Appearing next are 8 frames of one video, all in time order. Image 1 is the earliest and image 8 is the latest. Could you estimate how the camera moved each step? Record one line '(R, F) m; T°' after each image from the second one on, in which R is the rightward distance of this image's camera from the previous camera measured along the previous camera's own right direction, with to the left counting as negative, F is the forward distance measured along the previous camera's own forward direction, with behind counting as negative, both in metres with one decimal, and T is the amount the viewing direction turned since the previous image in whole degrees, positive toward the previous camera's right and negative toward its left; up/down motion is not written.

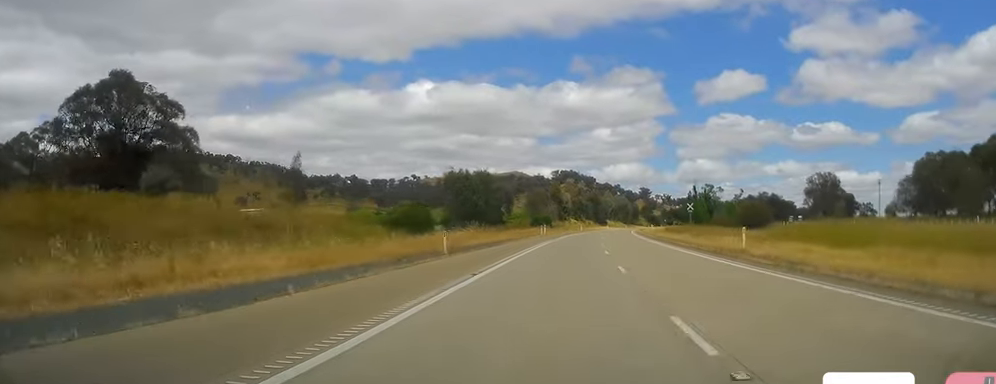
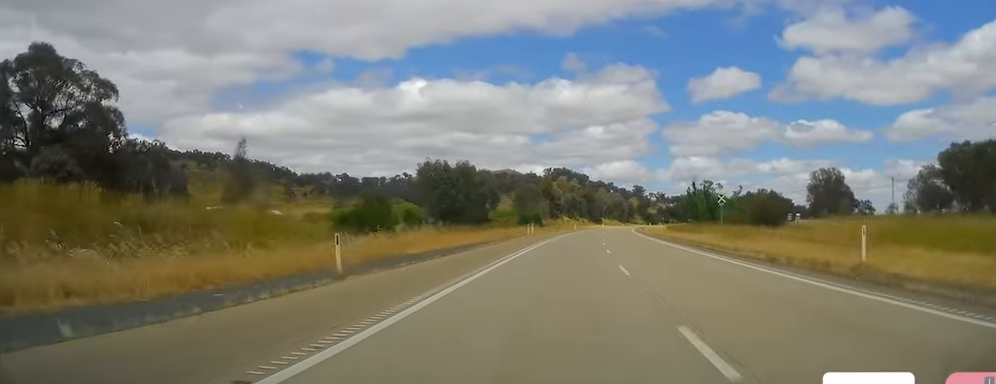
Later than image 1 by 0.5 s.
(+0.1, +13.3) m; +1°
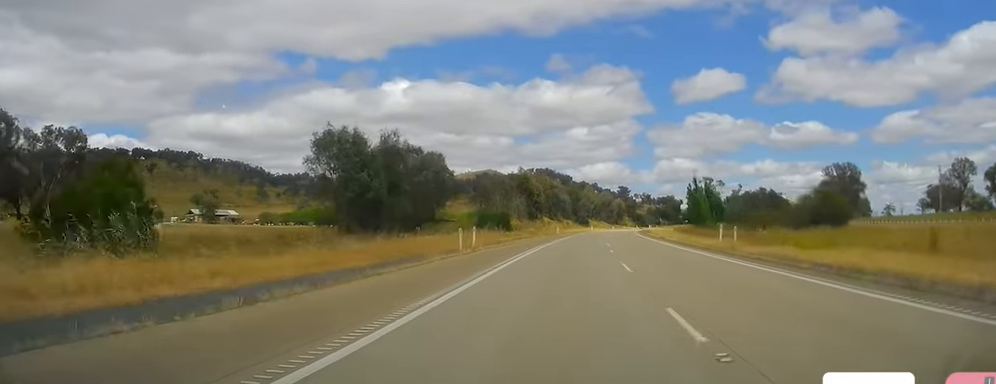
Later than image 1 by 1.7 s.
(+0.6, +34.3) m; +1°
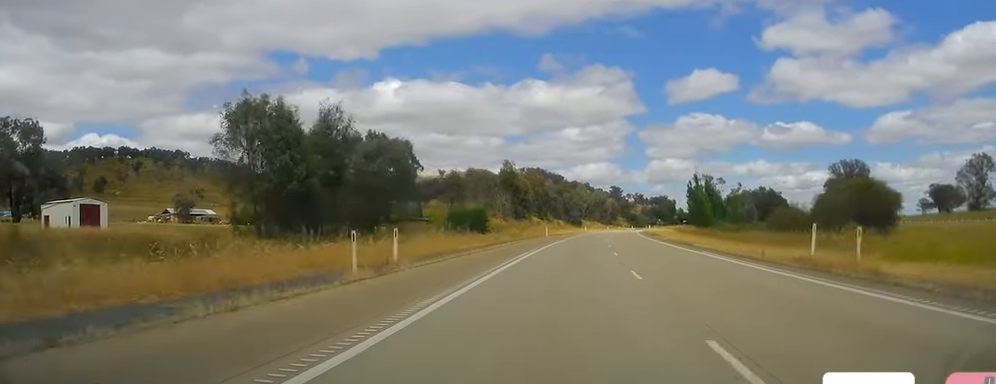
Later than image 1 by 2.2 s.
(0.0, +15.3) m; 0°
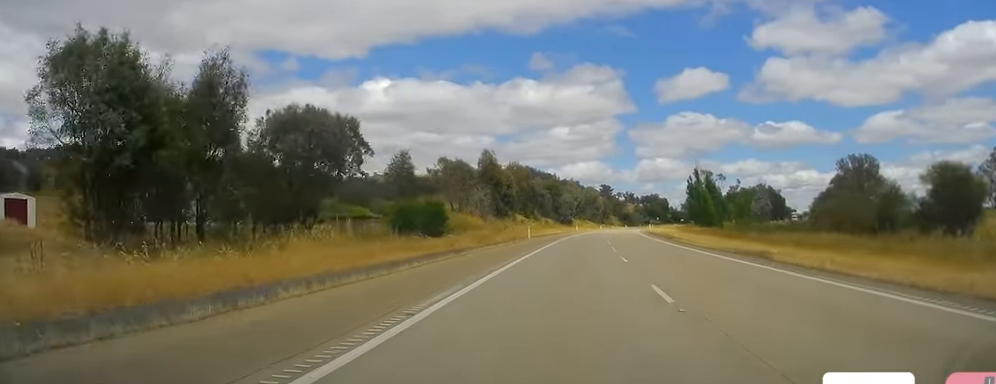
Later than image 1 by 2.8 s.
(-0.2, +17.2) m; 0°
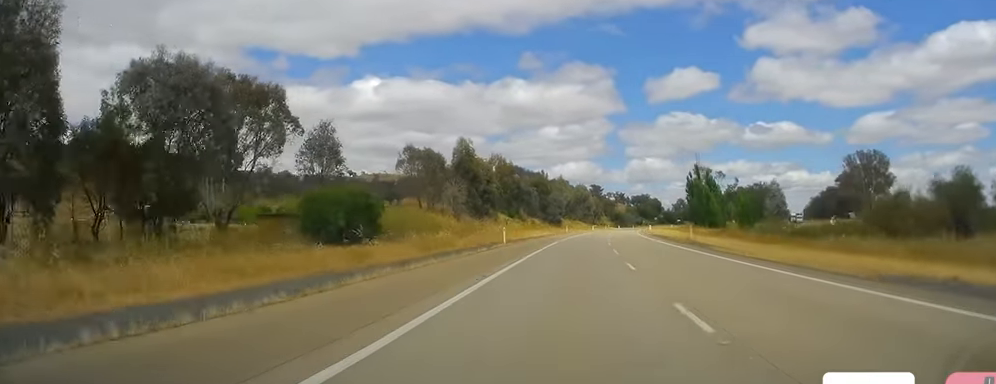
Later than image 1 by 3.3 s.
(0.0, +15.3) m; +1°
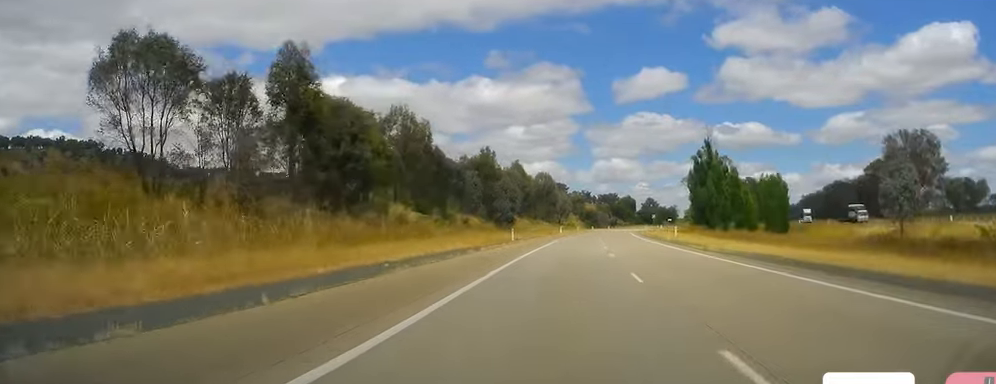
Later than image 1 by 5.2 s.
(+2.1, +52.5) m; +4°
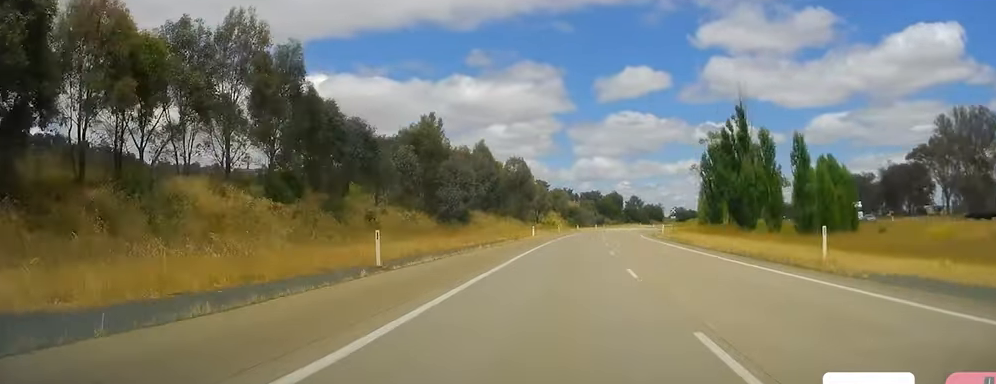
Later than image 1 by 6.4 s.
(+0.4, +35.4) m; +1°
